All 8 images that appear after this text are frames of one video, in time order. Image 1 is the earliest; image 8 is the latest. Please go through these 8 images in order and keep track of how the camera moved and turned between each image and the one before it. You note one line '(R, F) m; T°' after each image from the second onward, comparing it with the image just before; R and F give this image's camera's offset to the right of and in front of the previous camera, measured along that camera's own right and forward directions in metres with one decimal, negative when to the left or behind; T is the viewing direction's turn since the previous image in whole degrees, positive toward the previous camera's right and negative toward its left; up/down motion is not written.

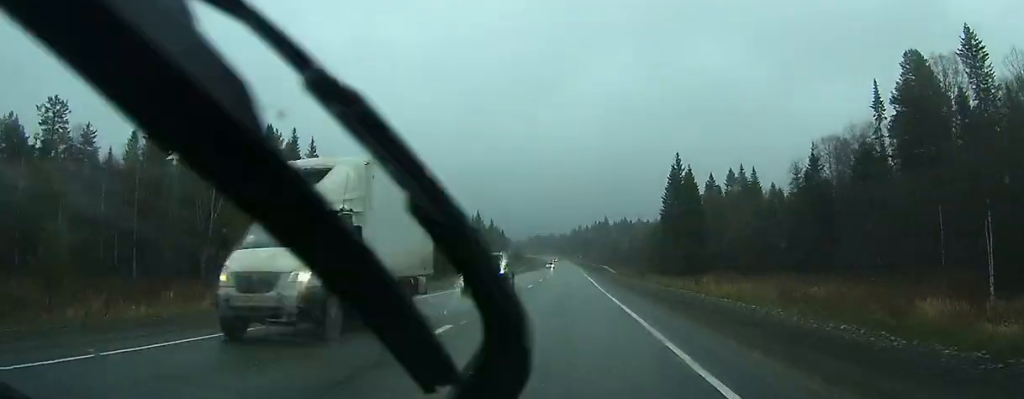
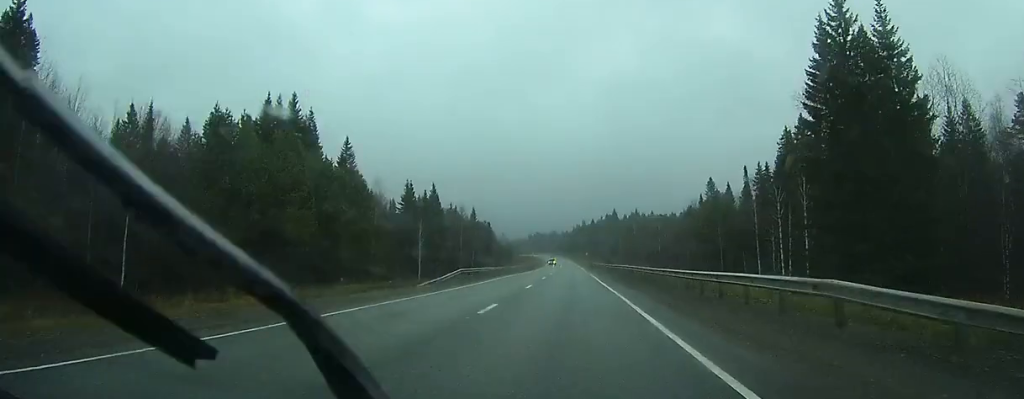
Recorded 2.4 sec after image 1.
(0.0, +69.1) m; 0°
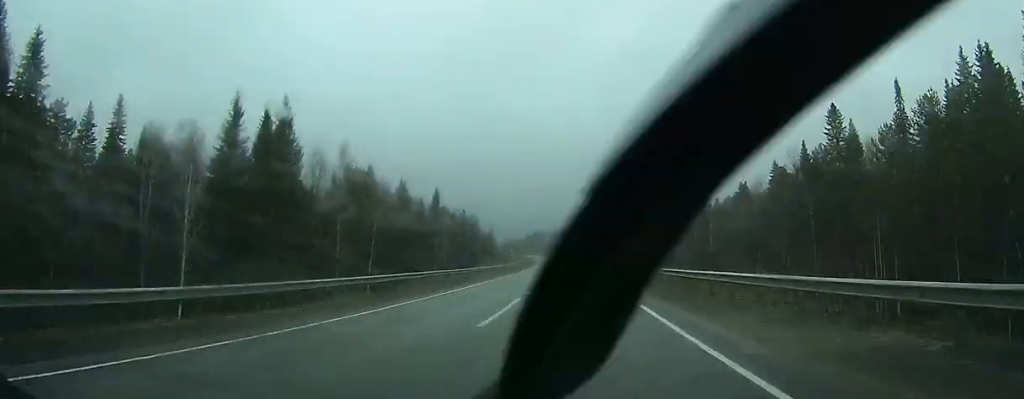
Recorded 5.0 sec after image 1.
(-0.2, +74.5) m; 0°
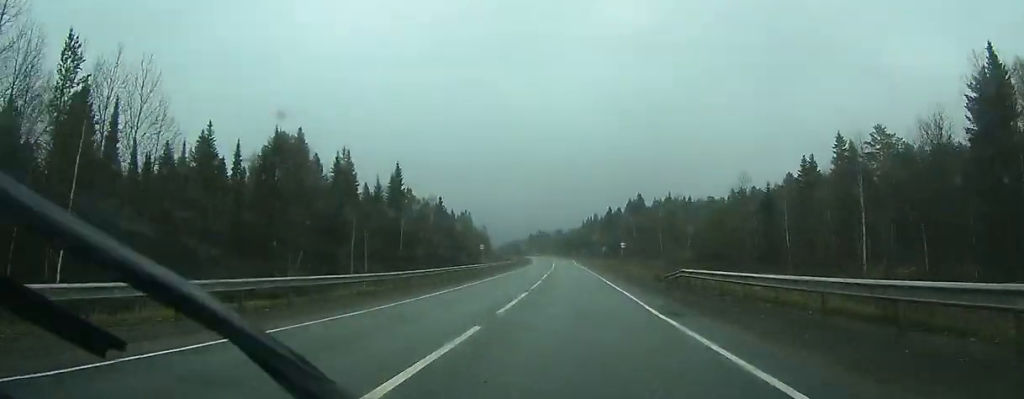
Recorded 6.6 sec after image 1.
(-0.1, +45.6) m; 0°
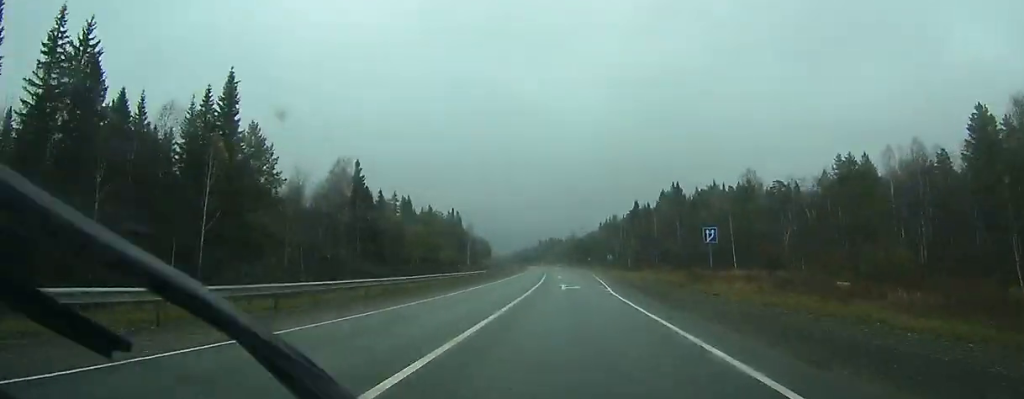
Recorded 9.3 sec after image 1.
(-0.5, +75.5) m; -1°
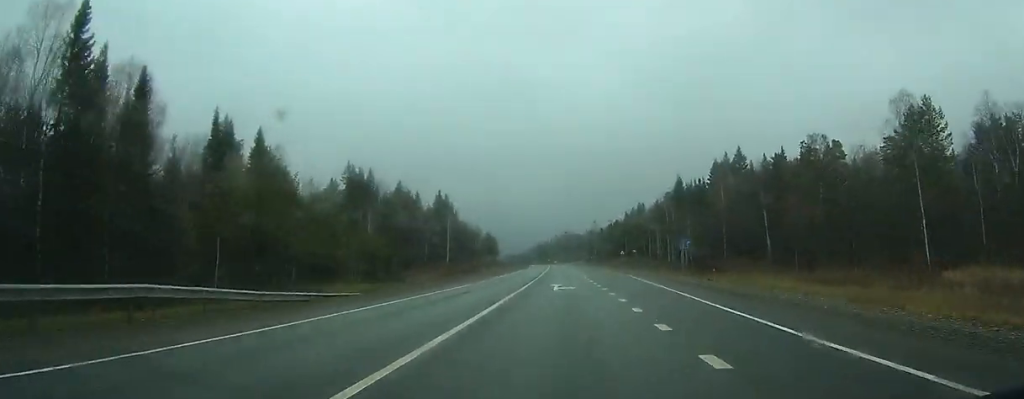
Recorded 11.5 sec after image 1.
(-0.6, +63.8) m; -1°
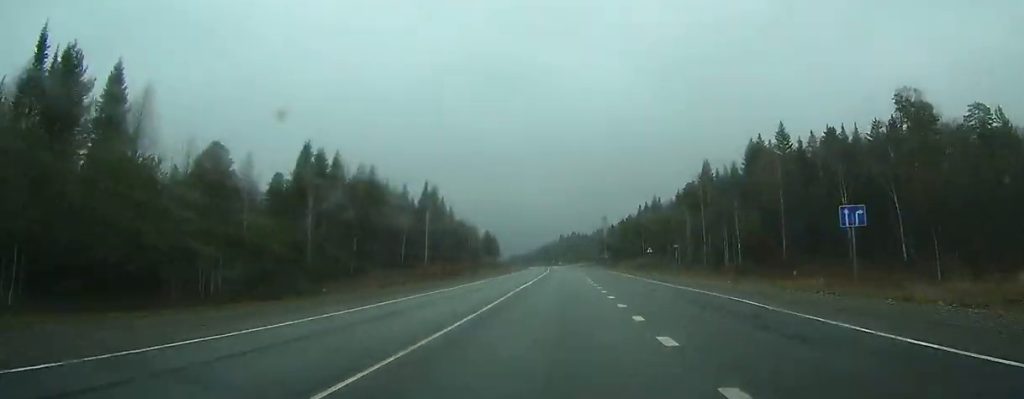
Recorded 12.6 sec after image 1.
(-0.2, +30.1) m; -1°
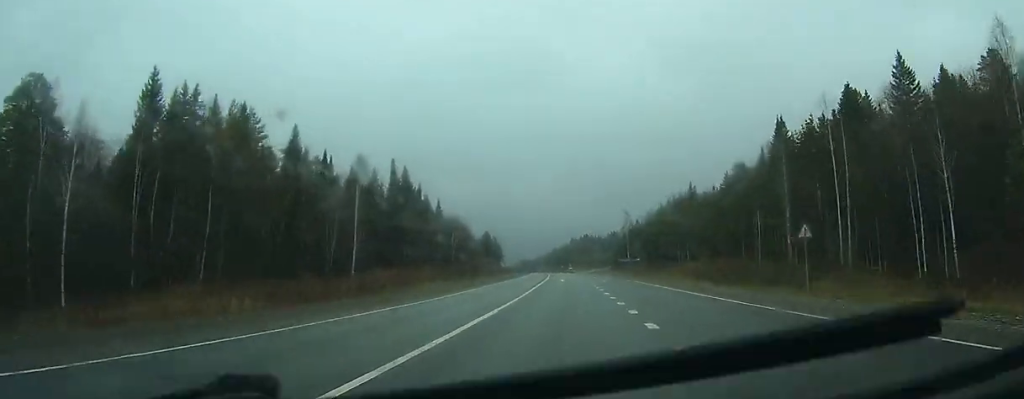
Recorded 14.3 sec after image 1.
(-0.4, +49.0) m; -1°
